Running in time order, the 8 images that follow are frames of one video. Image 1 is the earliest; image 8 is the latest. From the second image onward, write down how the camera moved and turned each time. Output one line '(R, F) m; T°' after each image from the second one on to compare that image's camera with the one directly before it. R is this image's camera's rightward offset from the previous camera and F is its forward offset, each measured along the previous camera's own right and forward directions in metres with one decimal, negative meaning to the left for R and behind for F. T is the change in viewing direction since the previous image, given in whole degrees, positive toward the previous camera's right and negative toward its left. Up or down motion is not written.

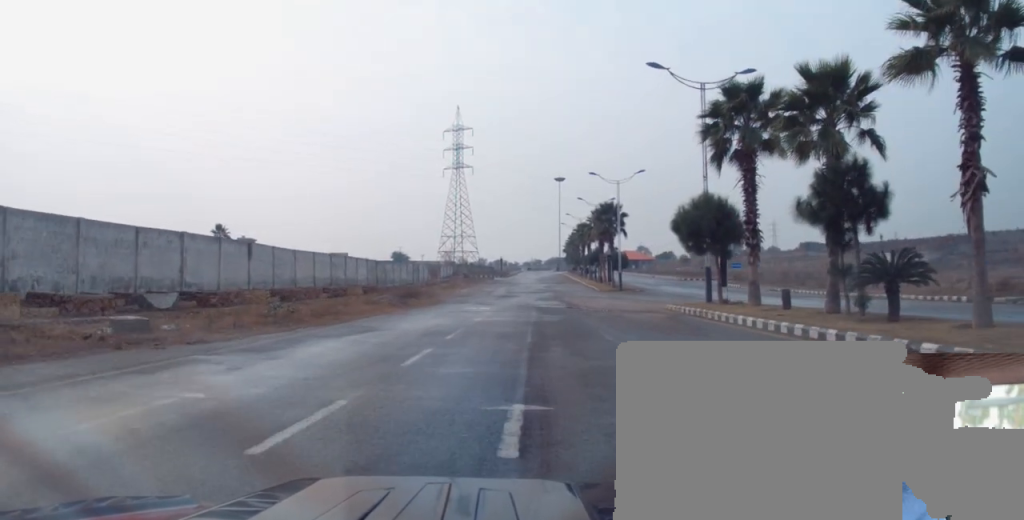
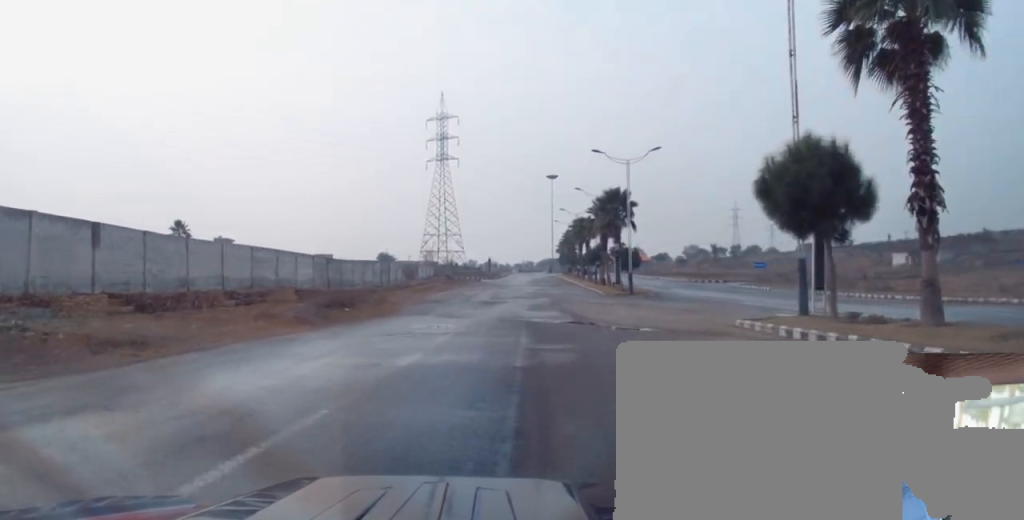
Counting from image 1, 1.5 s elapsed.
(0.0, +12.3) m; 0°
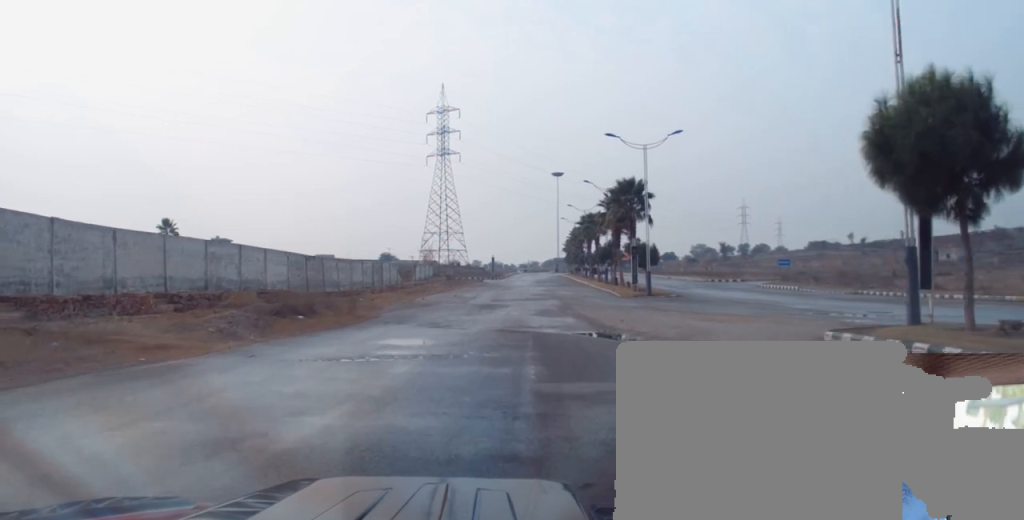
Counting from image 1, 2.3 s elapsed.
(0.0, +5.9) m; 0°
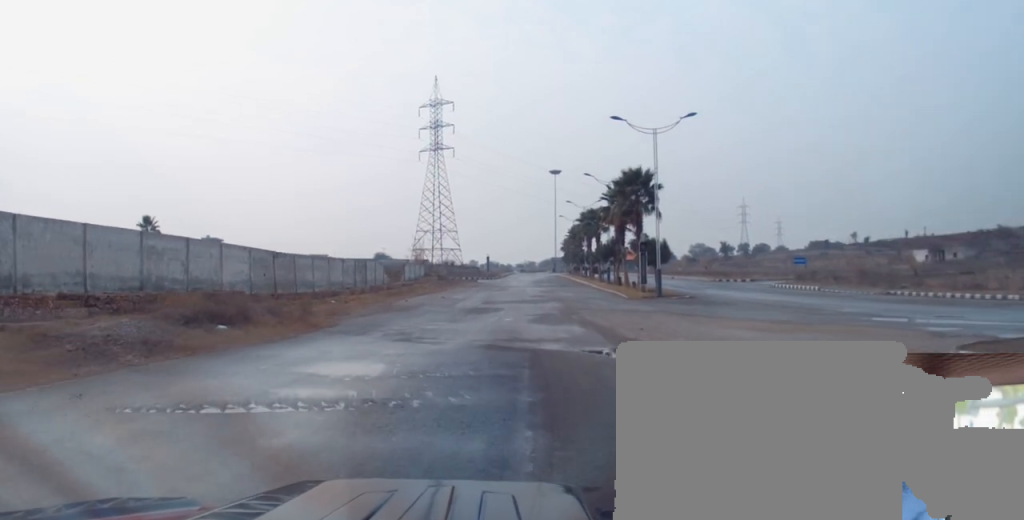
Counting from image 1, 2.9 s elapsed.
(0.0, +4.9) m; 0°
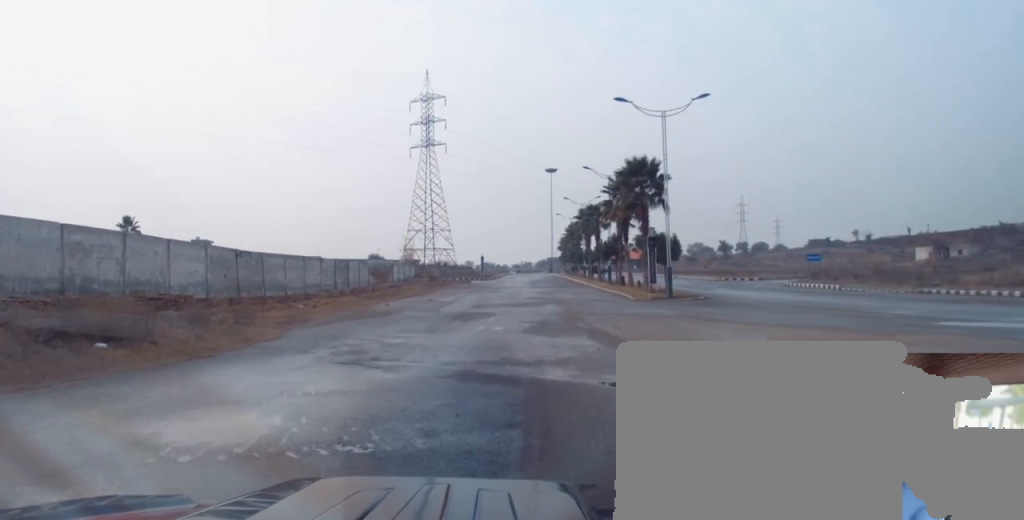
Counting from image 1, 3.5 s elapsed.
(0.0, +4.6) m; 0°
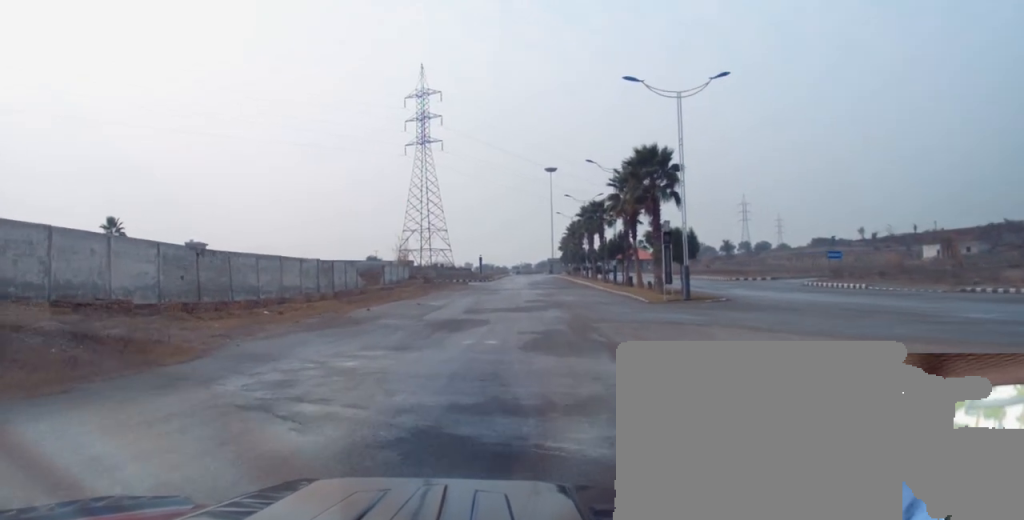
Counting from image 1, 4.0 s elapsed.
(0.0, +4.1) m; +2°
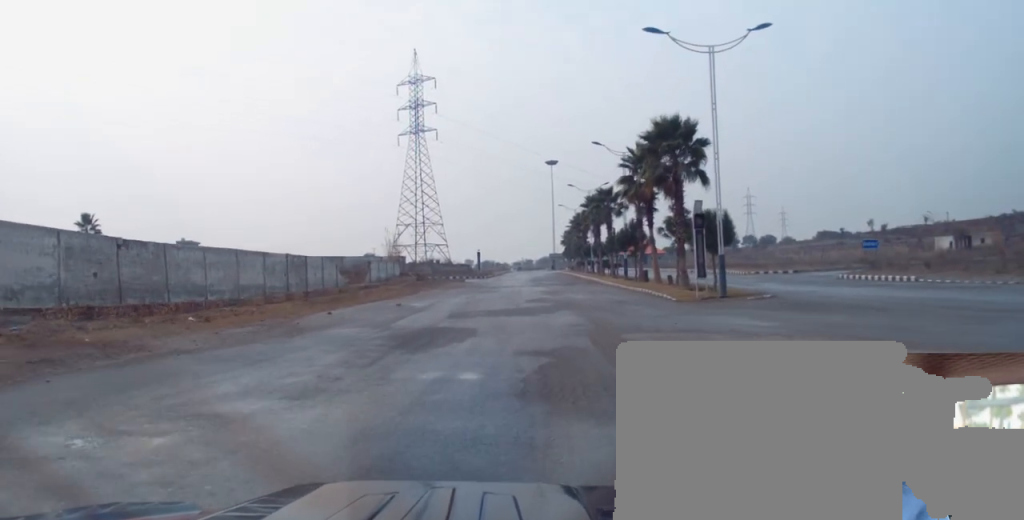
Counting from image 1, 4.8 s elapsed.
(+0.2, +6.2) m; +2°
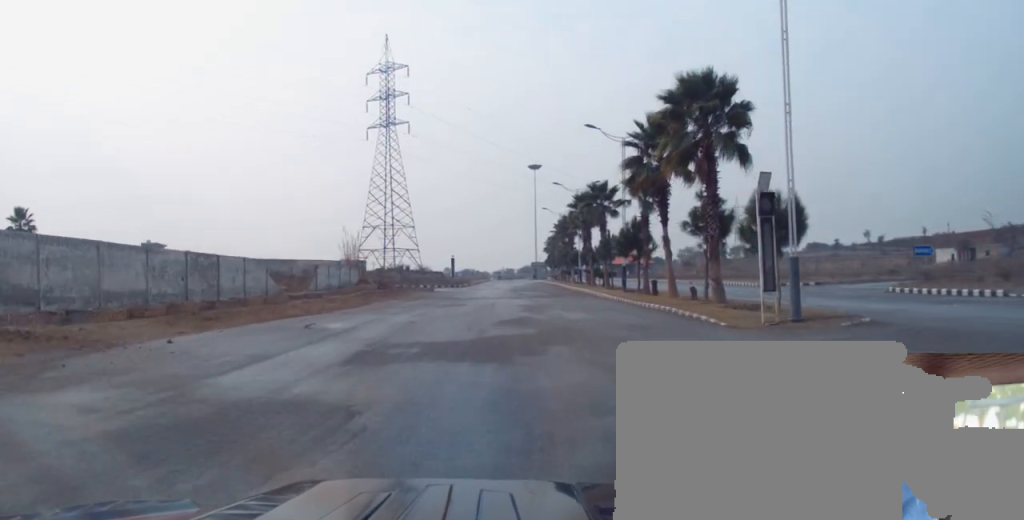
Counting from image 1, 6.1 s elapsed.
(-0.1, +10.0) m; -2°
